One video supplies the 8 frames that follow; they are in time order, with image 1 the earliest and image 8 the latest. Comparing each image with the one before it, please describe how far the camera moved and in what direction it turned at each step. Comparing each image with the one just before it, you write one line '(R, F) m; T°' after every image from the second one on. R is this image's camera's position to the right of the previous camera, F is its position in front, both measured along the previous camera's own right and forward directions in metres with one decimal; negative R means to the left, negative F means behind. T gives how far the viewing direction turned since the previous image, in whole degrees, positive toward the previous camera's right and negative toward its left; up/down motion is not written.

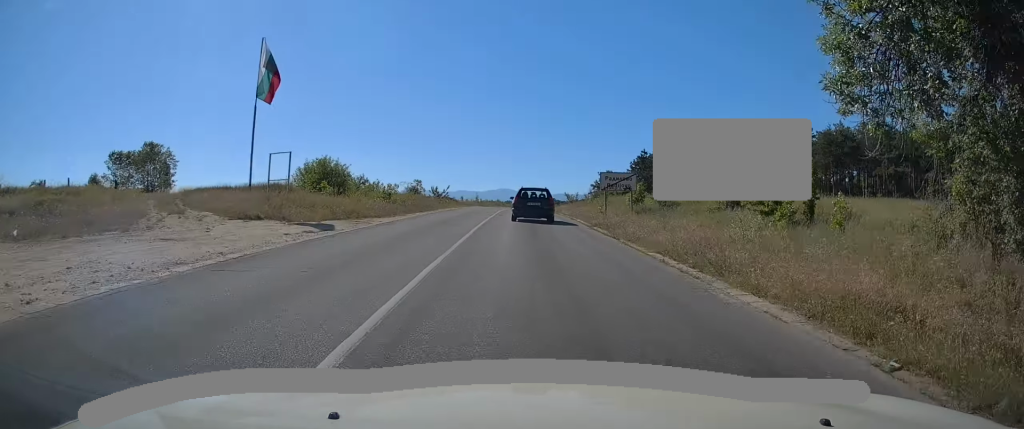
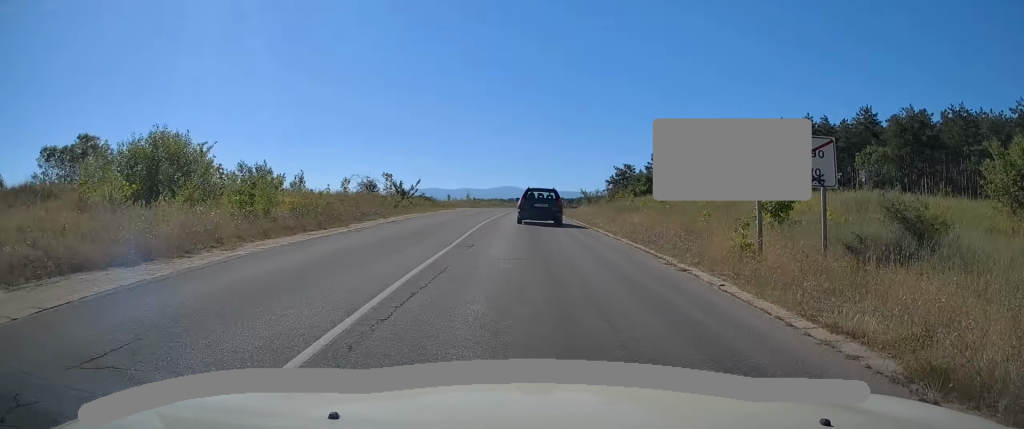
(0.0, +20.2) m; 0°
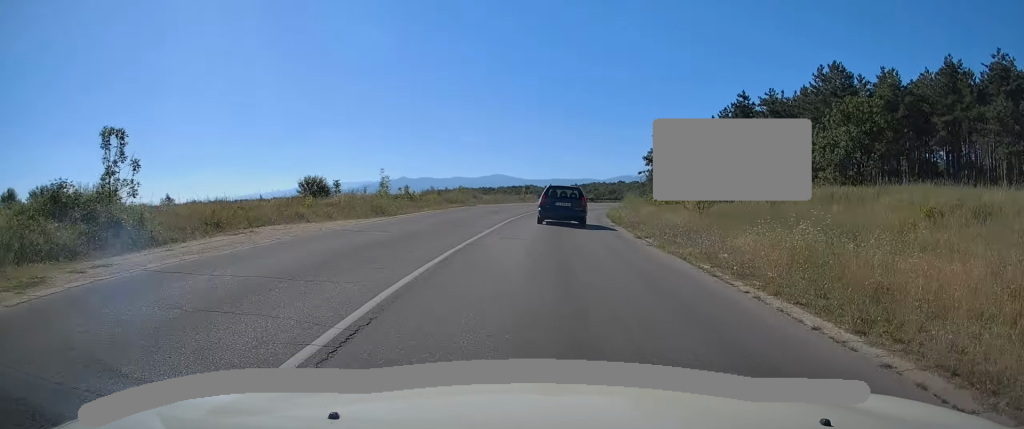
(+0.3, +43.1) m; +2°
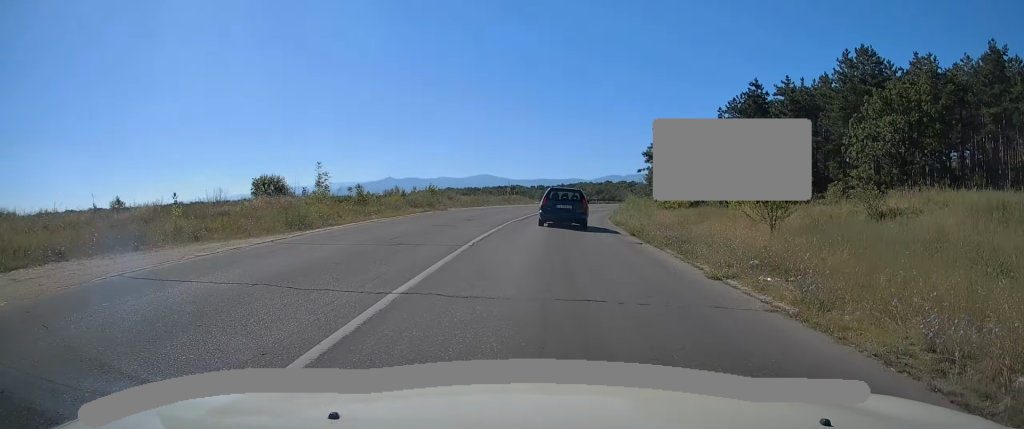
(0.0, +8.3) m; +1°
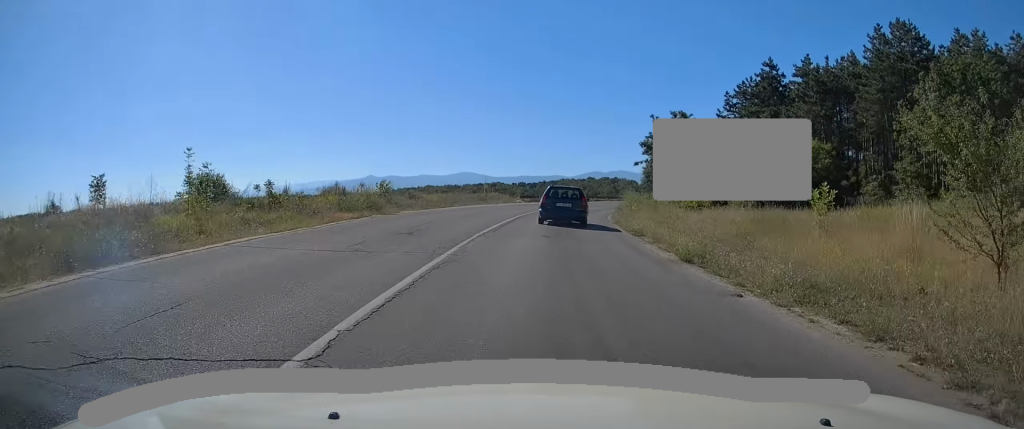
(-0.2, +8.9) m; +1°
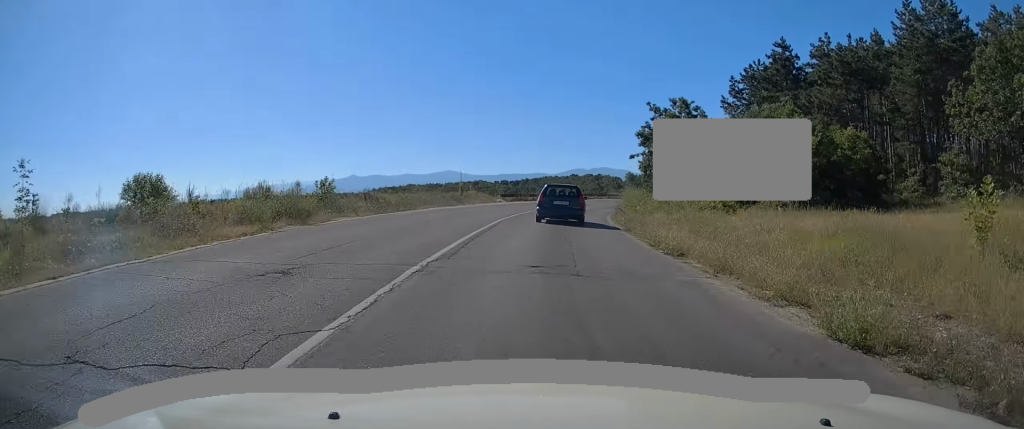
(+0.2, +6.8) m; +2°
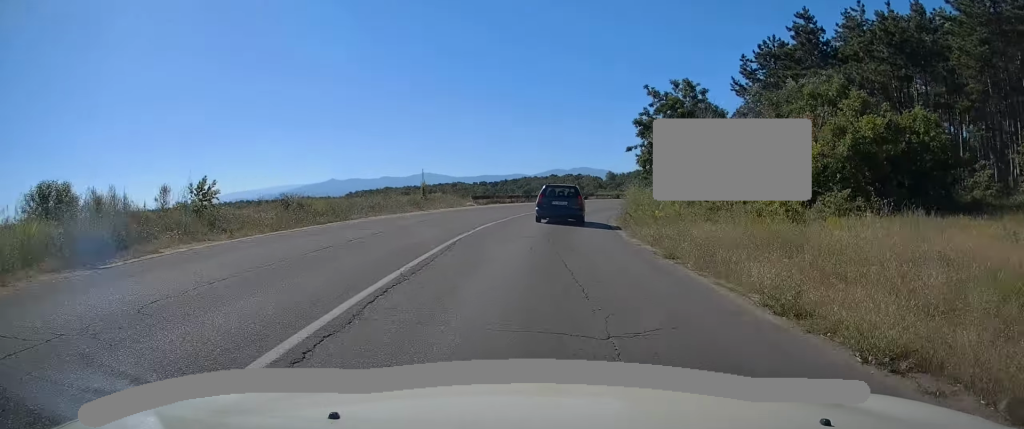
(+0.2, +8.4) m; +2°
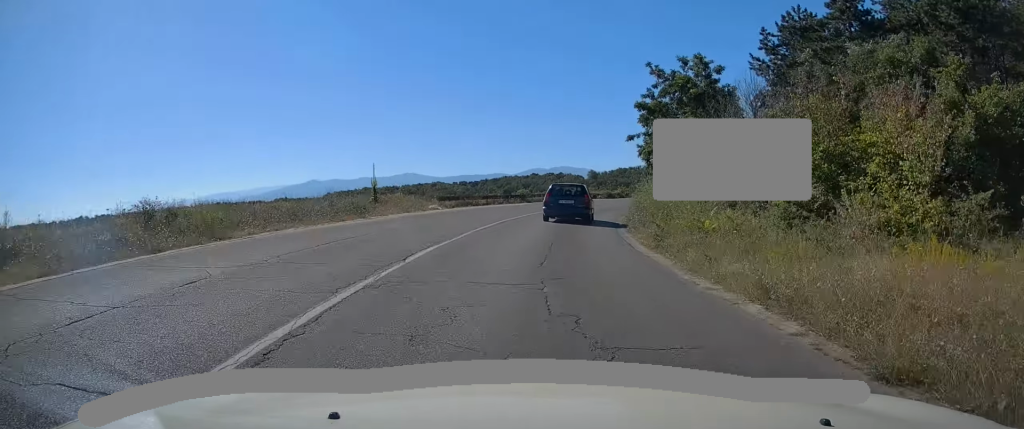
(+0.2, +7.9) m; +2°
